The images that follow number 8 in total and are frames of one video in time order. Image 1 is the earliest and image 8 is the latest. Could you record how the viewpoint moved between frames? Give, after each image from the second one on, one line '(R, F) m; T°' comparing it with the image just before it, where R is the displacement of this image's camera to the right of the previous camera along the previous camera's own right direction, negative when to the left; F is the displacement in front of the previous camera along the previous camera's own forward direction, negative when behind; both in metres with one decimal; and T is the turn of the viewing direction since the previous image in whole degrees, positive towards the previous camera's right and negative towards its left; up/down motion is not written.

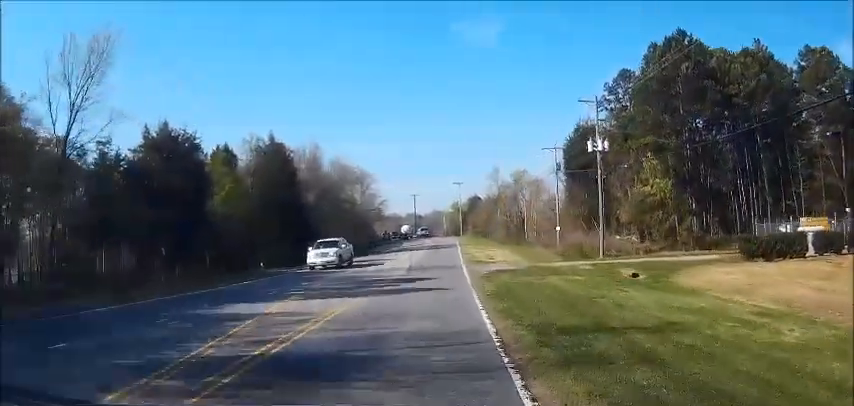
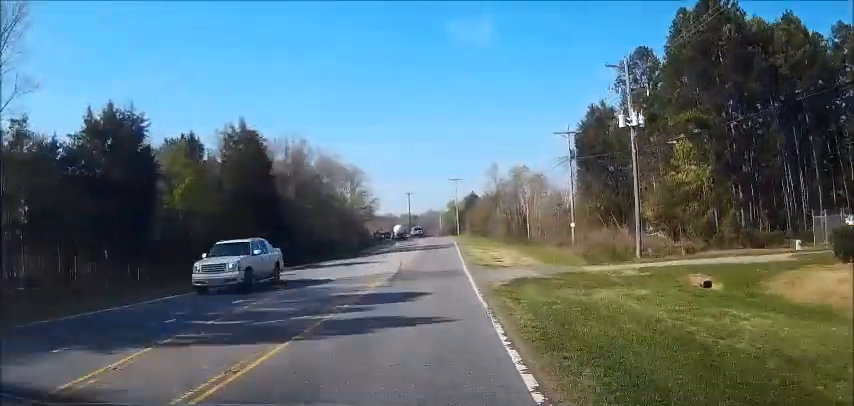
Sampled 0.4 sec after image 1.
(0.0, +8.2) m; 0°
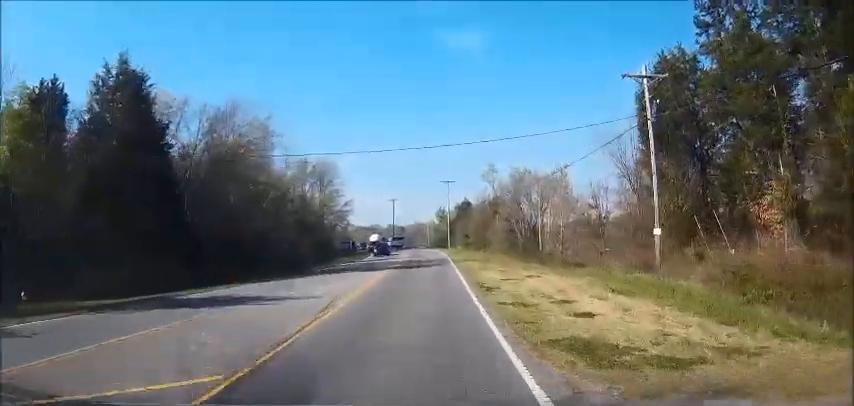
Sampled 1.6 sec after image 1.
(+0.1, +21.8) m; 0°
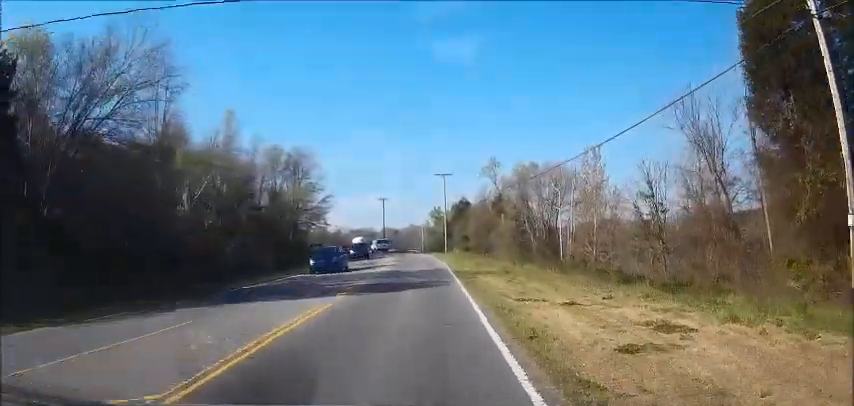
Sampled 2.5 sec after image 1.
(0.0, +15.5) m; 0°
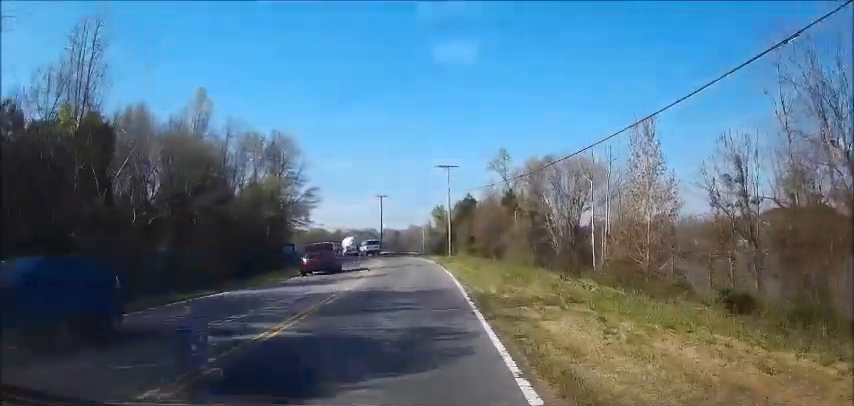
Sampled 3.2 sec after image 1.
(0.0, +12.0) m; 0°
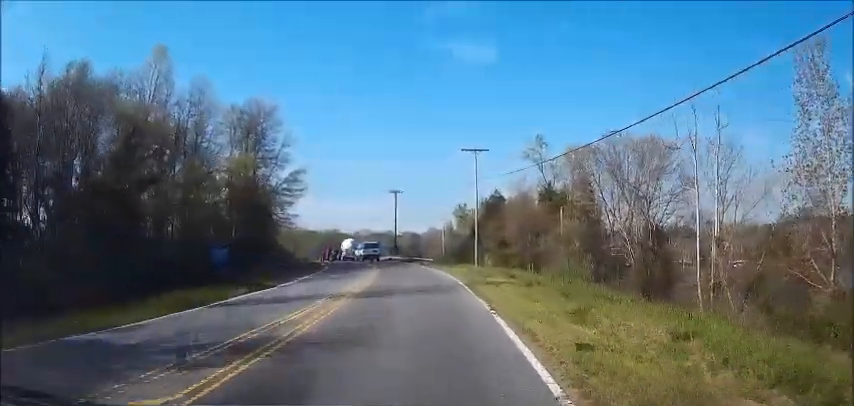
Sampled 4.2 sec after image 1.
(-0.1, +16.8) m; -1°
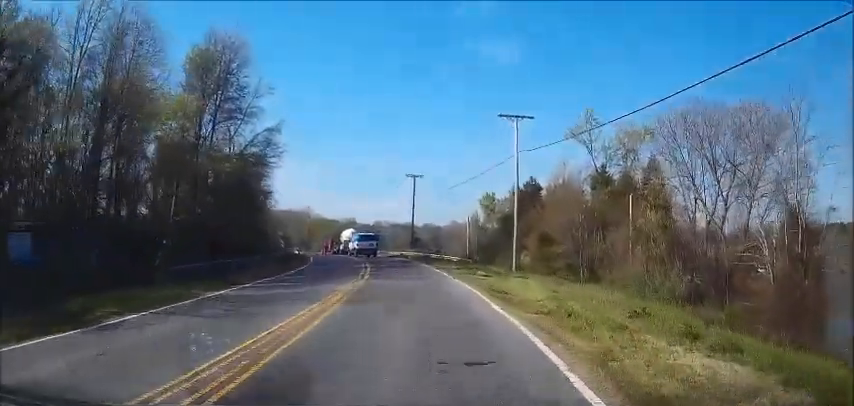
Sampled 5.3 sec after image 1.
(-0.3, +15.0) m; -2°
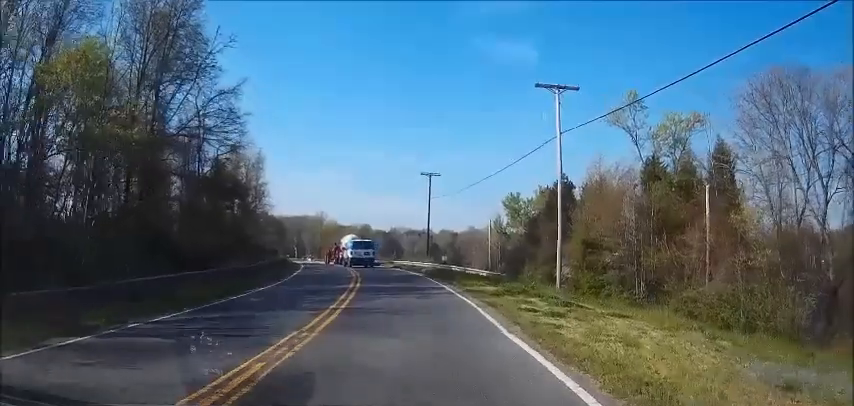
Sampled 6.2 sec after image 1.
(-0.2, +10.5) m; -2°
